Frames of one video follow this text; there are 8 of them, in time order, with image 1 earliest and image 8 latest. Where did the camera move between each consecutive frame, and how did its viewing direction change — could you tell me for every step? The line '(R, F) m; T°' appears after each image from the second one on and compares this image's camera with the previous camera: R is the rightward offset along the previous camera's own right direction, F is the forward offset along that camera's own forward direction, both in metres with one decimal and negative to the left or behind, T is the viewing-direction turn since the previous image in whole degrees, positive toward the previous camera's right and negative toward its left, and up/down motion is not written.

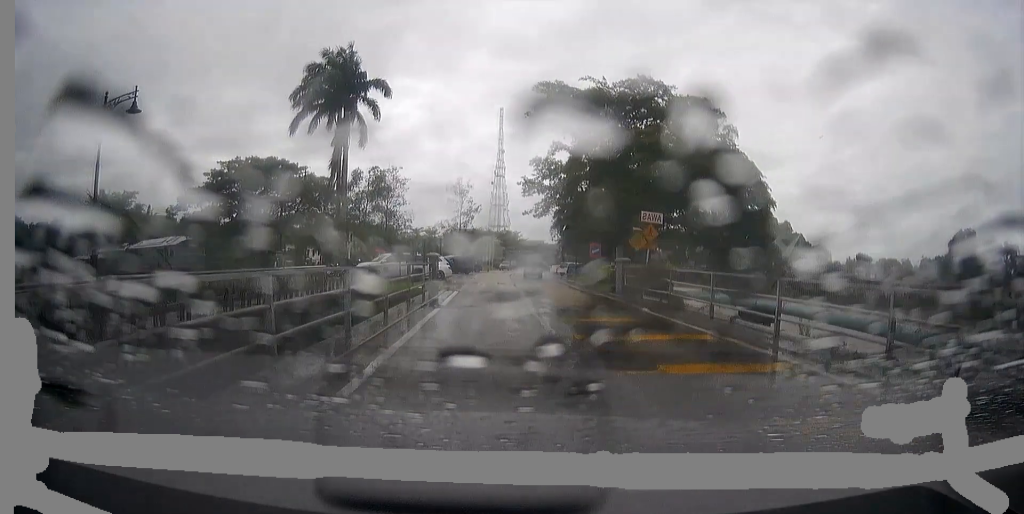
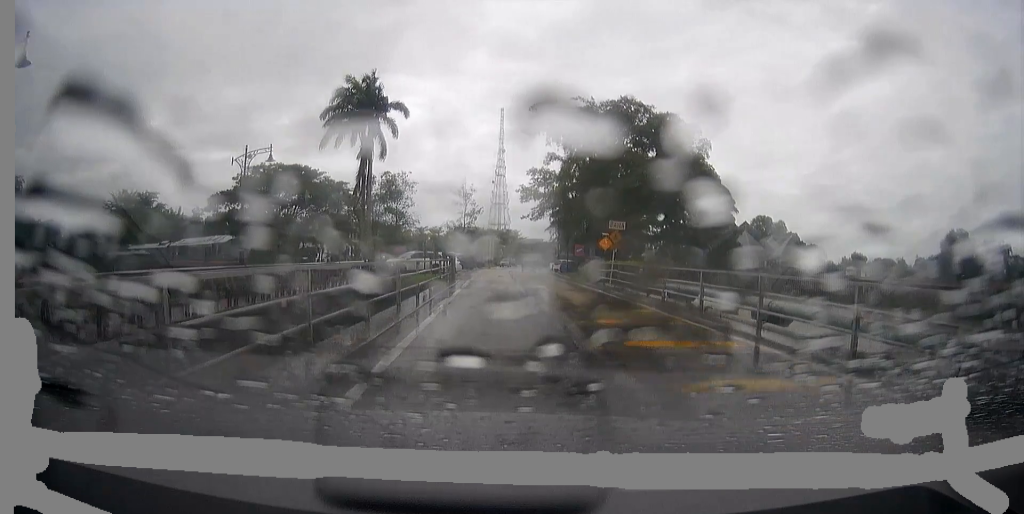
(0.0, +7.7) m; 0°
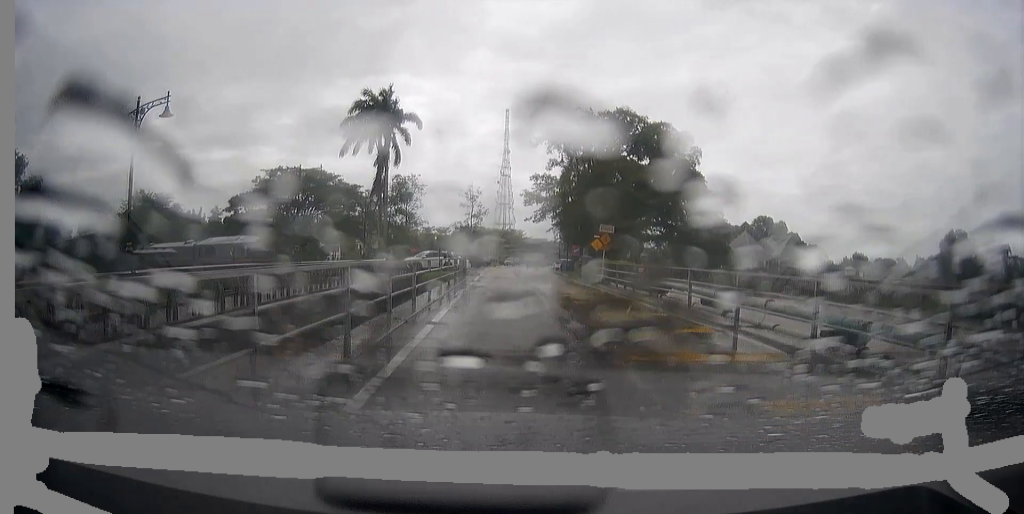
(0.0, +4.1) m; 0°
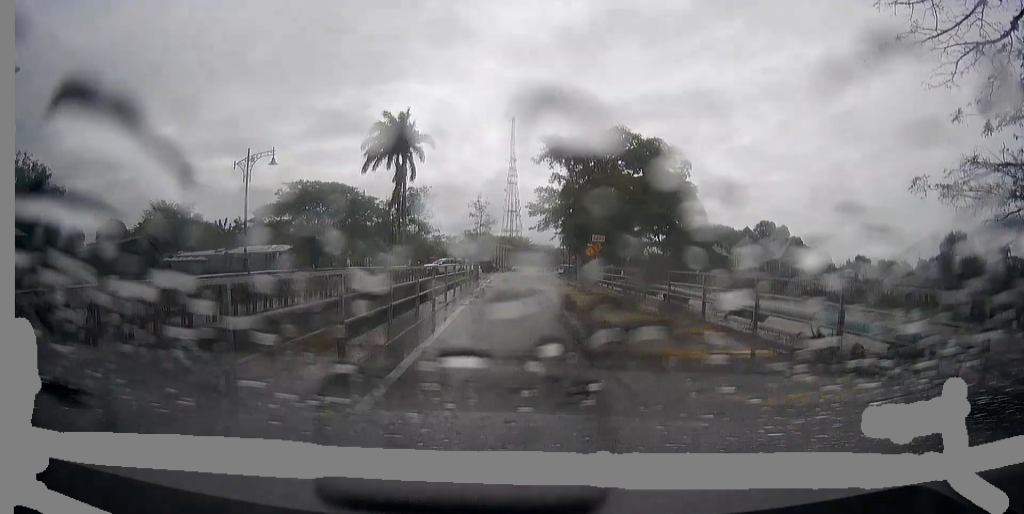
(0.0, +6.5) m; 0°
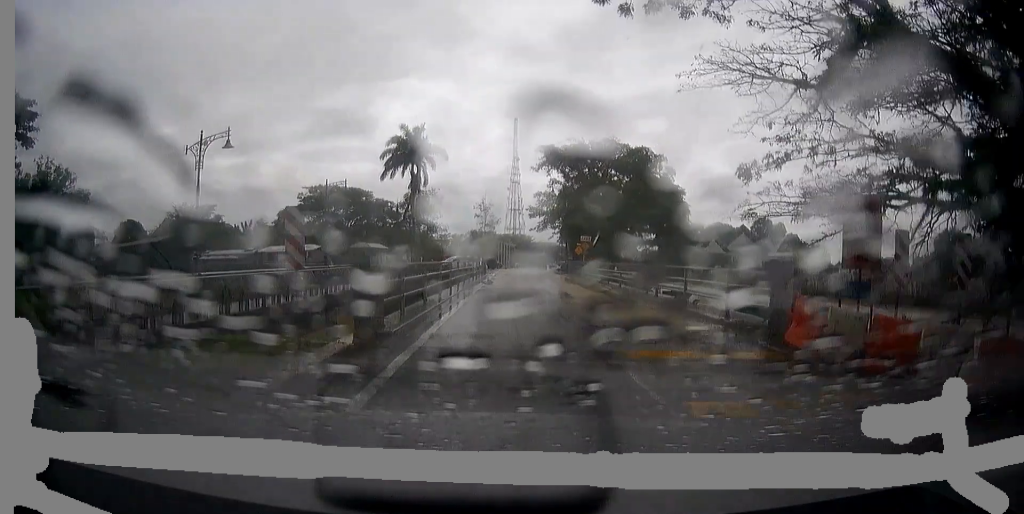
(0.0, +8.5) m; 0°
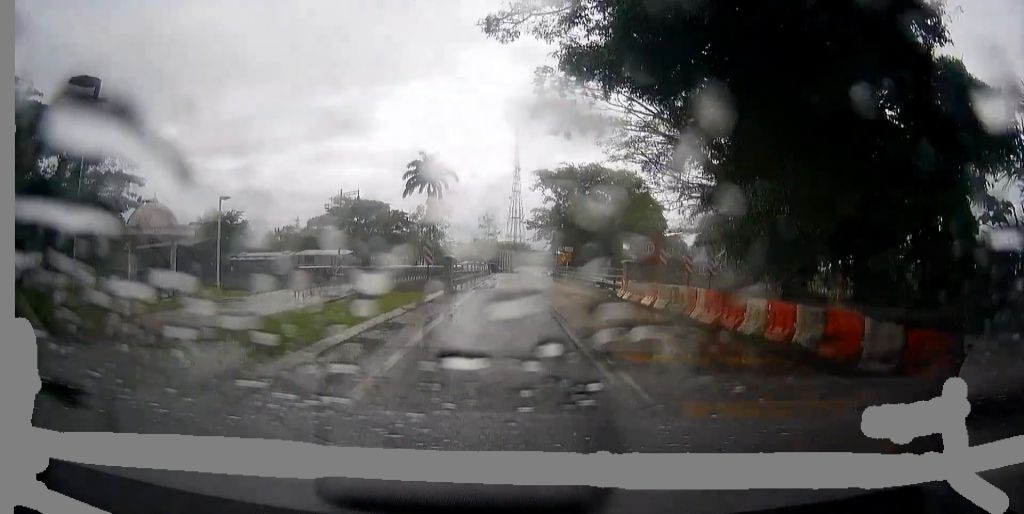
(+0.2, +14.1) m; +1°
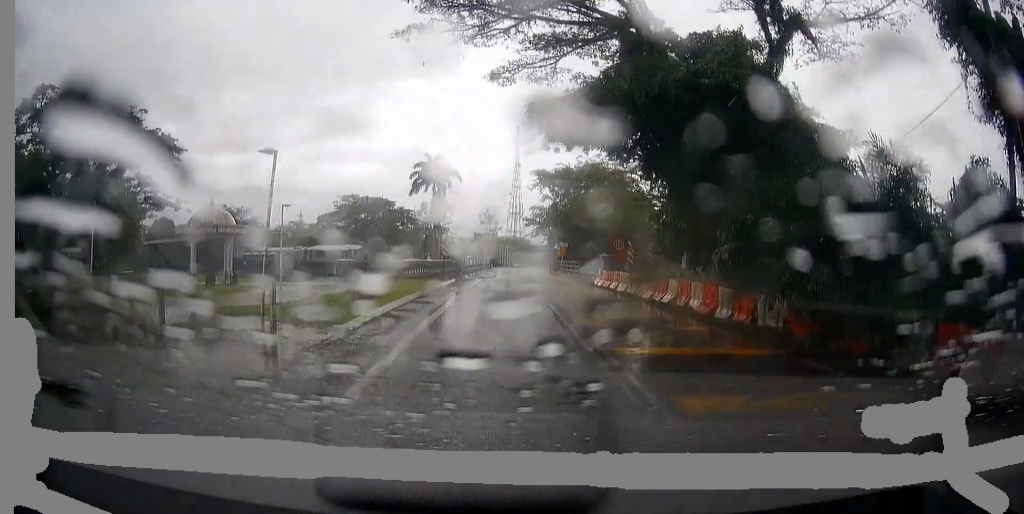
(0.0, +6.0) m; +1°
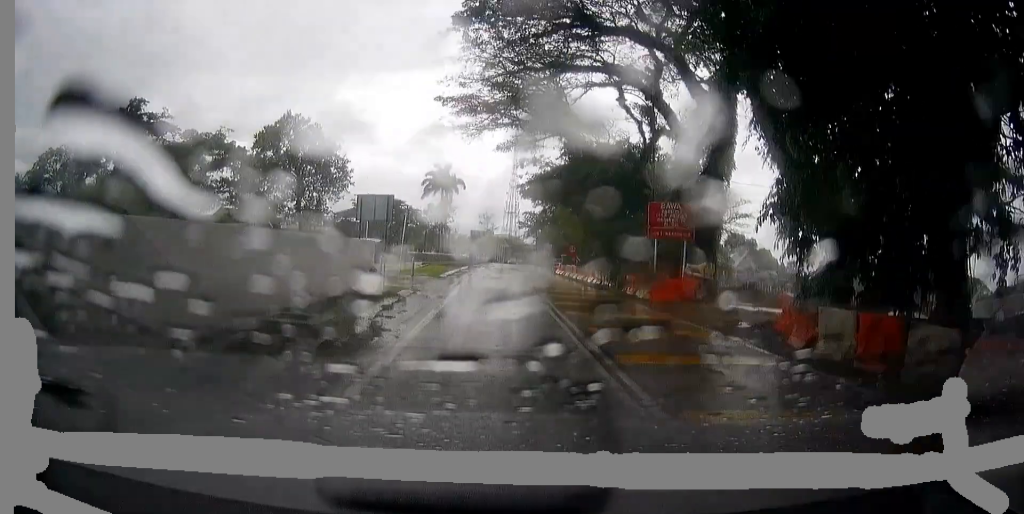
(+0.2, +16.5) m; 0°
